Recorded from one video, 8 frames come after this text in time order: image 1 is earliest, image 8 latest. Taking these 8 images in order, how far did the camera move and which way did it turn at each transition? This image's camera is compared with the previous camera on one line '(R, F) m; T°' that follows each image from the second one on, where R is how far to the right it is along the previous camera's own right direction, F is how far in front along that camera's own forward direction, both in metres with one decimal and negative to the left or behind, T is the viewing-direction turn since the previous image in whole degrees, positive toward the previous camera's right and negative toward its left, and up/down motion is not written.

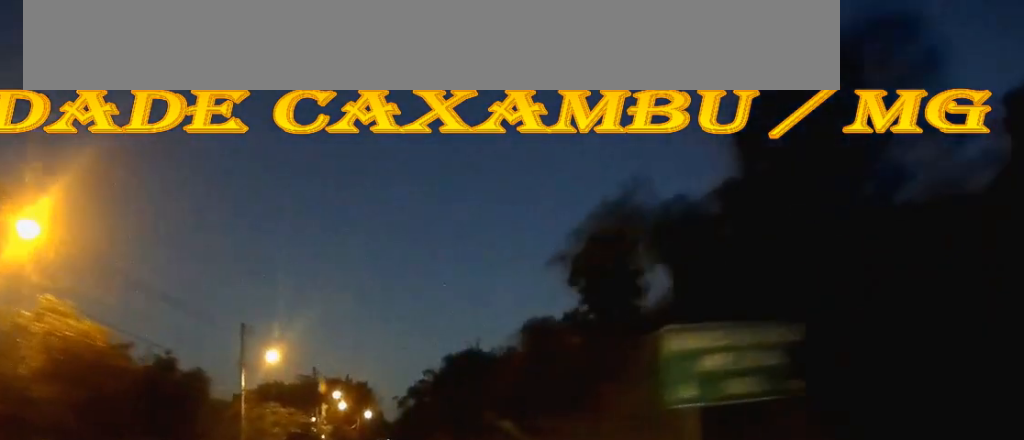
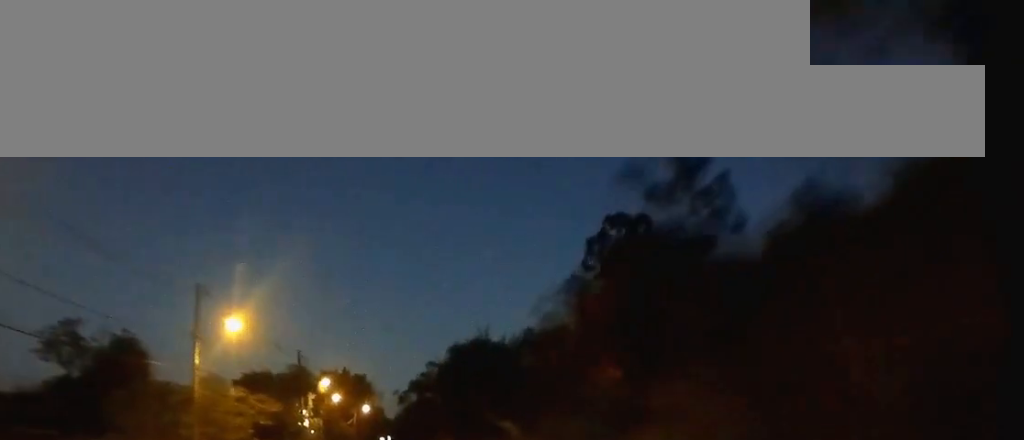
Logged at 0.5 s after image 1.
(0.0, +10.5) m; 0°
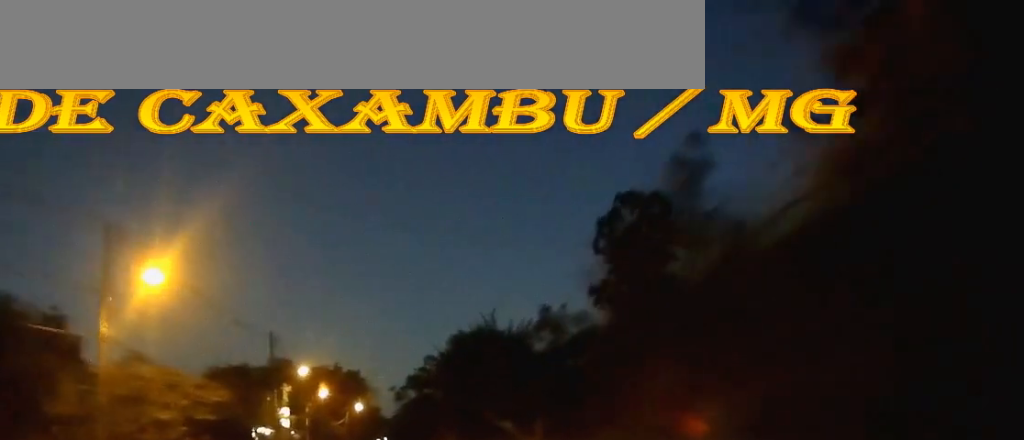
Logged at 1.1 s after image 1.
(0.0, +11.3) m; 0°
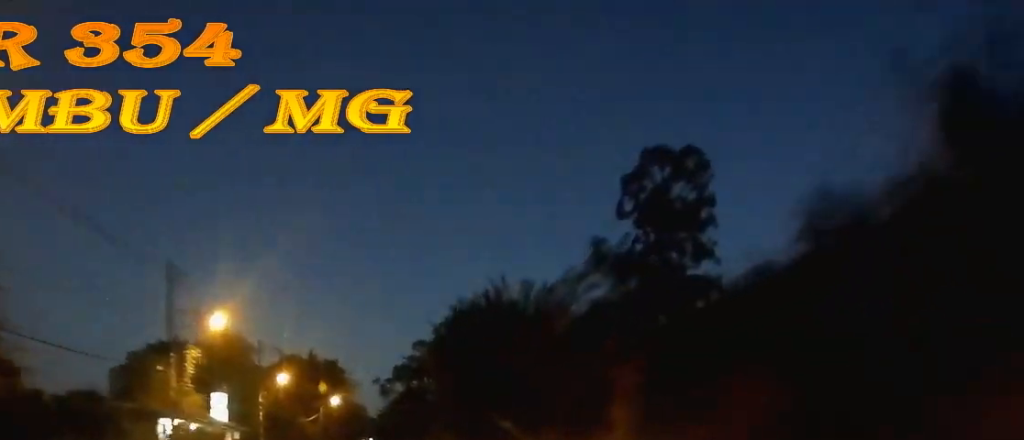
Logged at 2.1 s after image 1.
(+0.1, +21.0) m; 0°
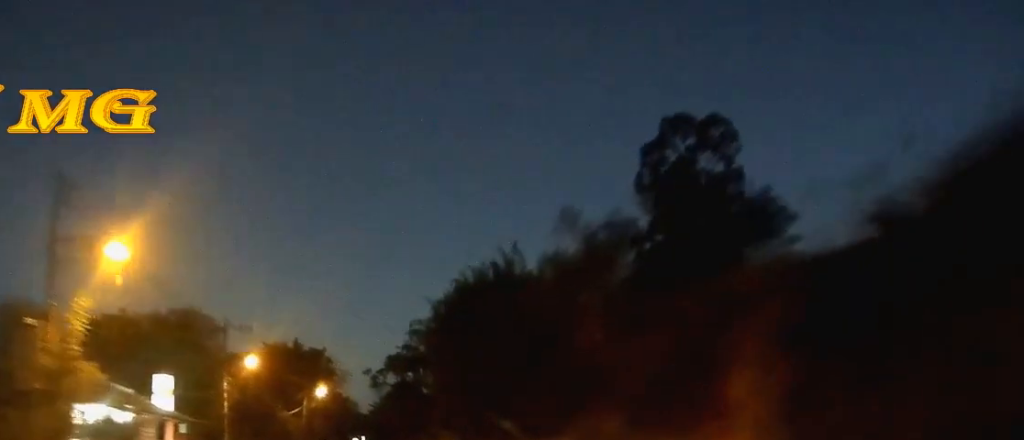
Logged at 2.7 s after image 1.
(0.0, +10.8) m; 0°
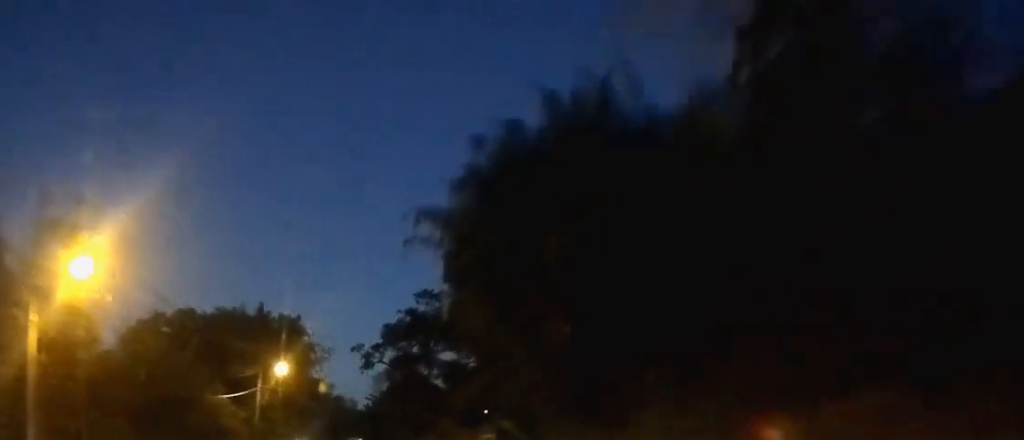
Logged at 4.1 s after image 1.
(-0.1, +29.3) m; -1°
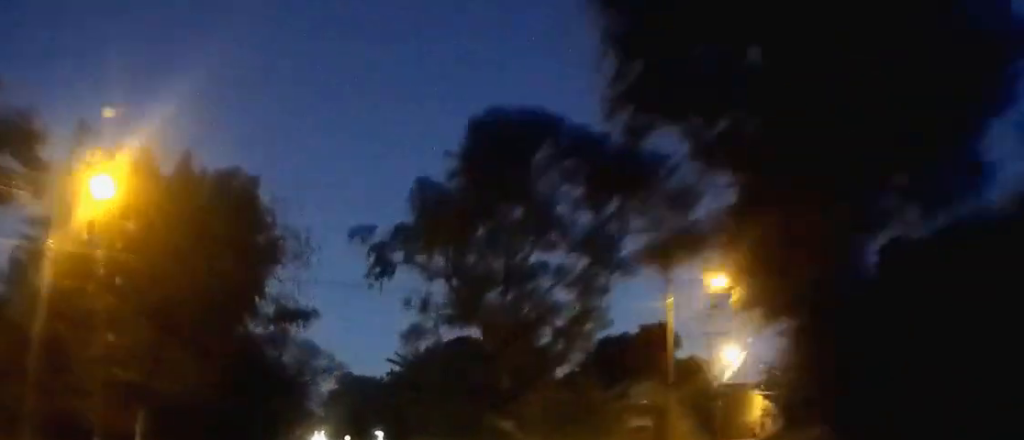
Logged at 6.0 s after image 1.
(-1.8, +39.0) m; -5°
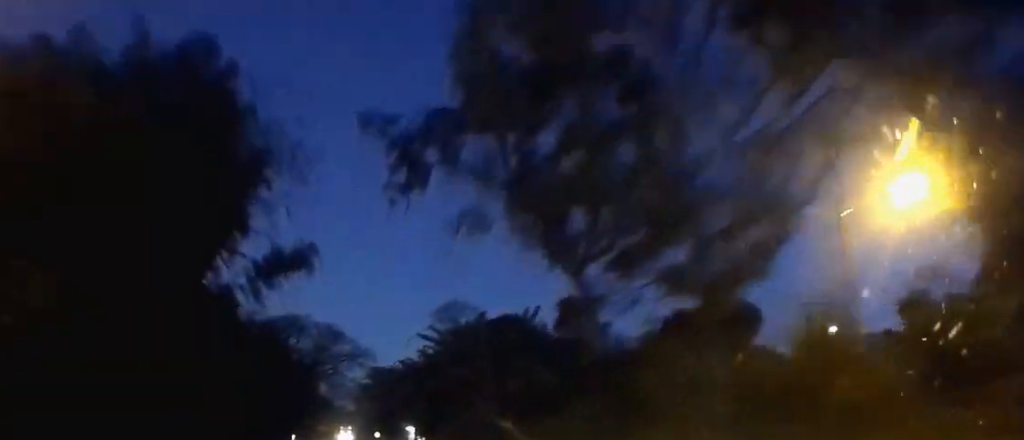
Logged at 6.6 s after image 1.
(0.0, +13.0) m; 0°
